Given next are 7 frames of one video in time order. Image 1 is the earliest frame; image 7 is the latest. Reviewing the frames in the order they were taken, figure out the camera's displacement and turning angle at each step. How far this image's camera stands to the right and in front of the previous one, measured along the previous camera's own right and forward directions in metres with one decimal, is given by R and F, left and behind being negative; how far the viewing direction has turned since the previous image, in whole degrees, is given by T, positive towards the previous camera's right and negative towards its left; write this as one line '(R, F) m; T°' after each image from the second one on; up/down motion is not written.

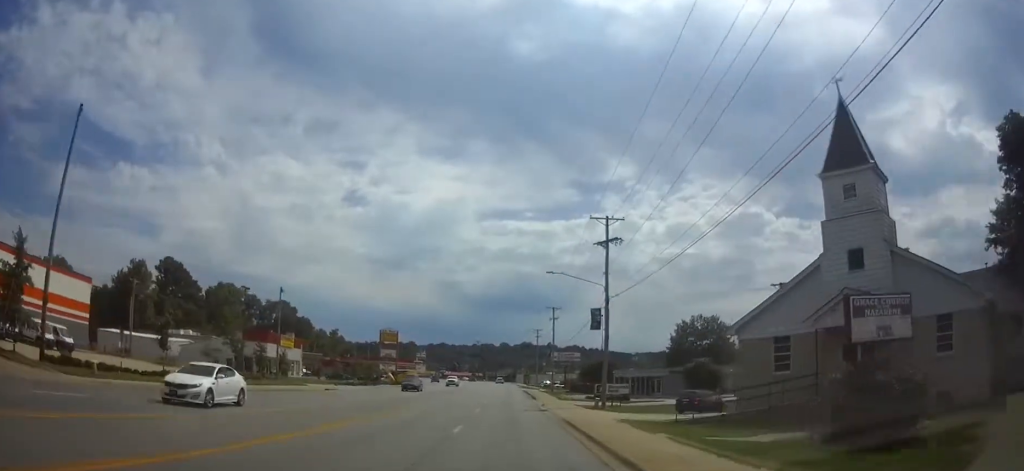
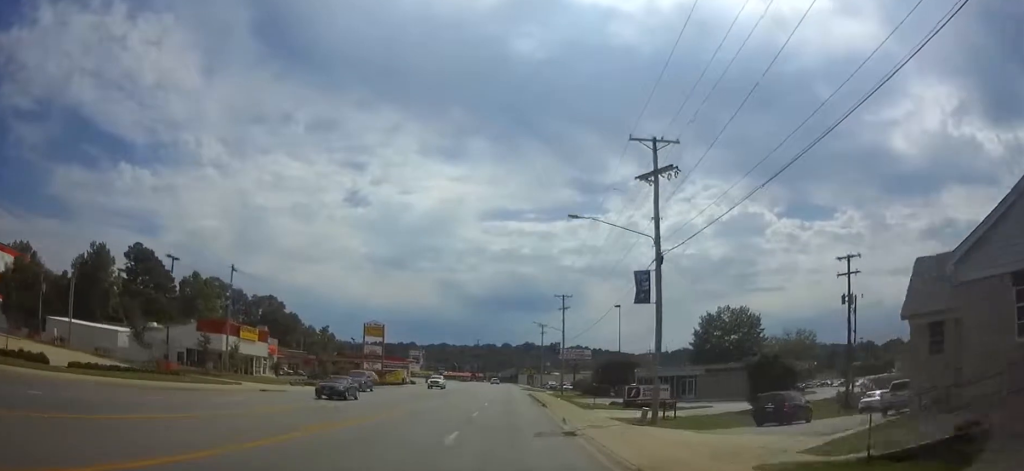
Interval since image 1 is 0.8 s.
(-0.2, +15.1) m; 0°
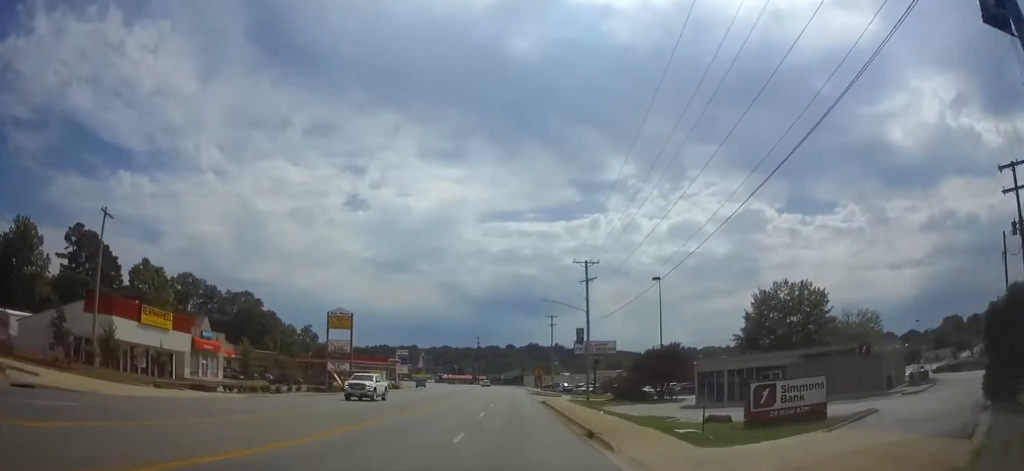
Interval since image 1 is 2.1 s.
(0.0, +23.6) m; 0°
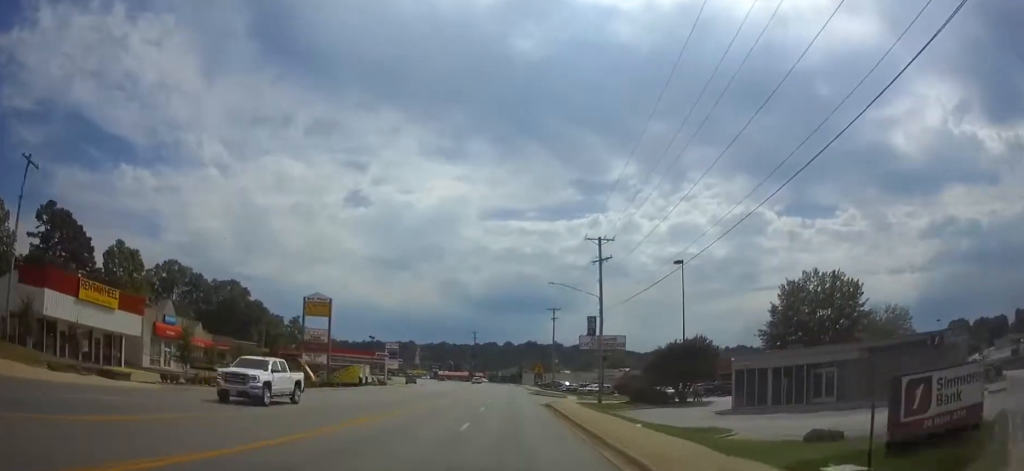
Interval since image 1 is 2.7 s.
(-0.1, +9.7) m; 0°
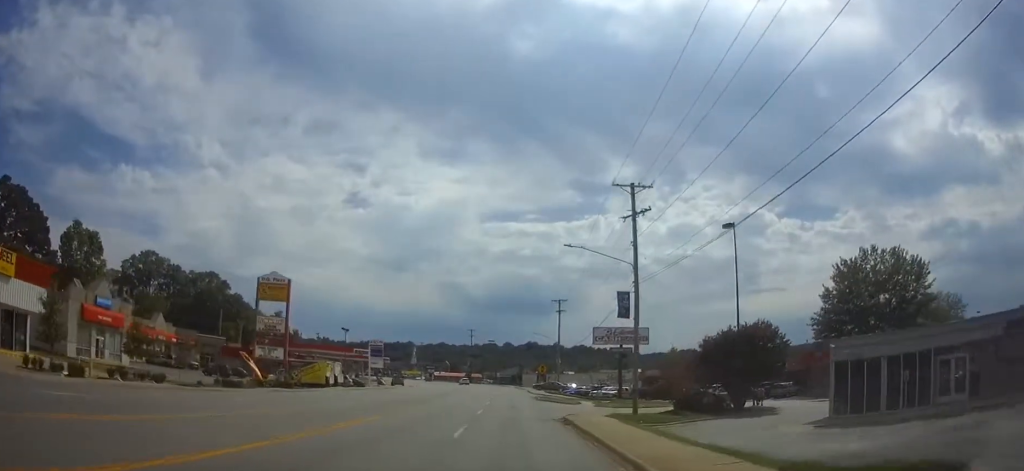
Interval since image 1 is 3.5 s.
(0.0, +14.7) m; 0°
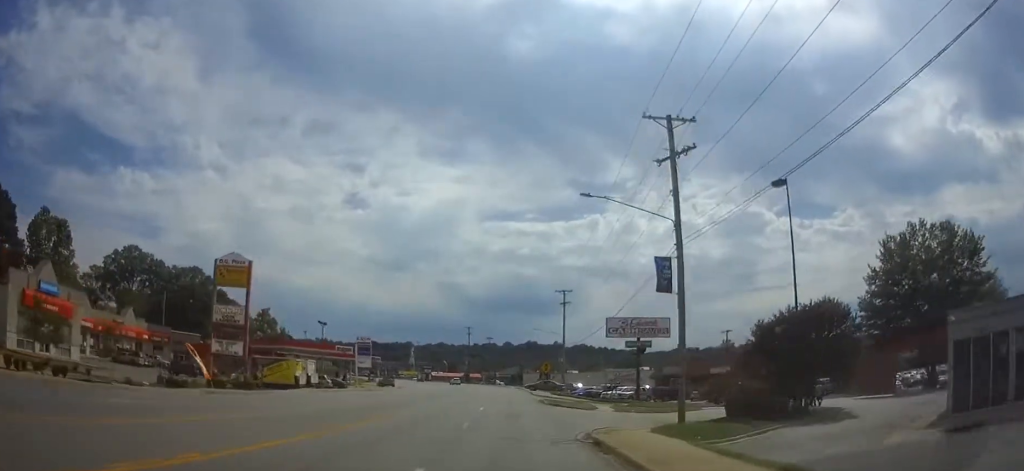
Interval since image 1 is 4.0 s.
(0.0, +9.8) m; 0°
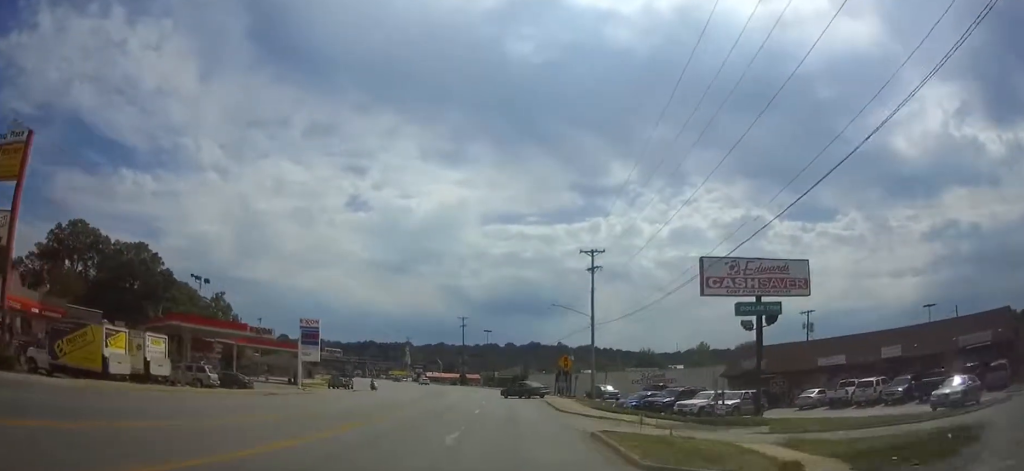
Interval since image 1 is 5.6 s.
(-0.1, +29.9) m; -1°
